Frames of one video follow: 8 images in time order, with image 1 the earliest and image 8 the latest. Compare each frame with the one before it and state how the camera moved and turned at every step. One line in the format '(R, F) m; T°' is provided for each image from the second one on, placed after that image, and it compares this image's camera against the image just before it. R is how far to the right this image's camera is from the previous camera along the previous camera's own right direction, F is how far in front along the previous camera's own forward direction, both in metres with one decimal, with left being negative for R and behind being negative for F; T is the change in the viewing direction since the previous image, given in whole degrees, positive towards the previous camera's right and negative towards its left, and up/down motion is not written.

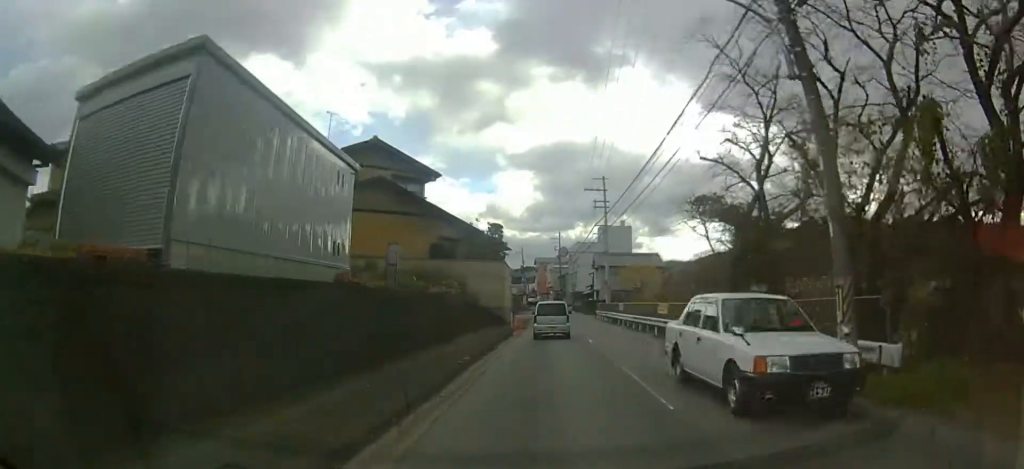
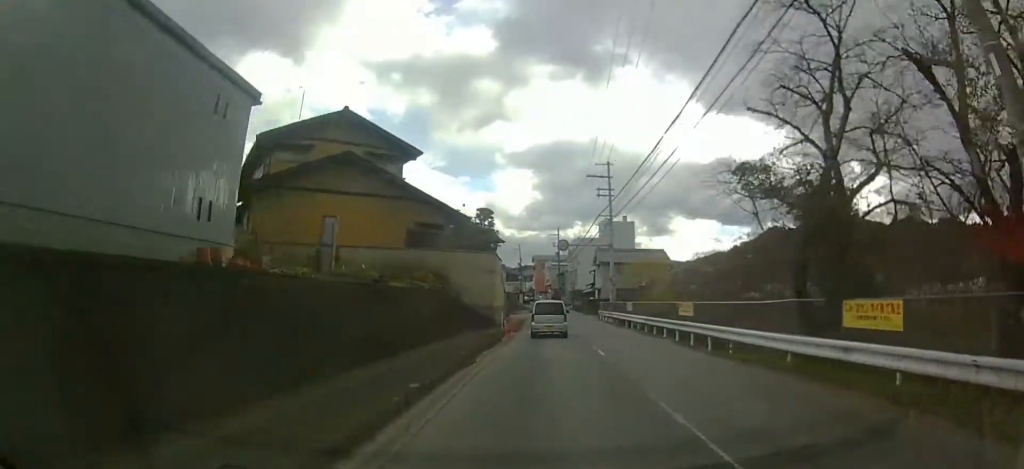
(-0.1, +4.6) m; -1°
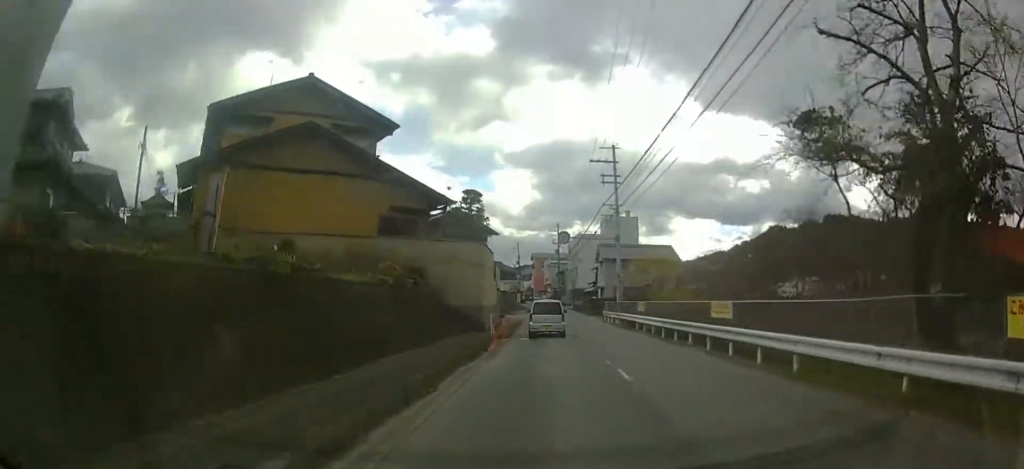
(0.0, +4.1) m; 0°
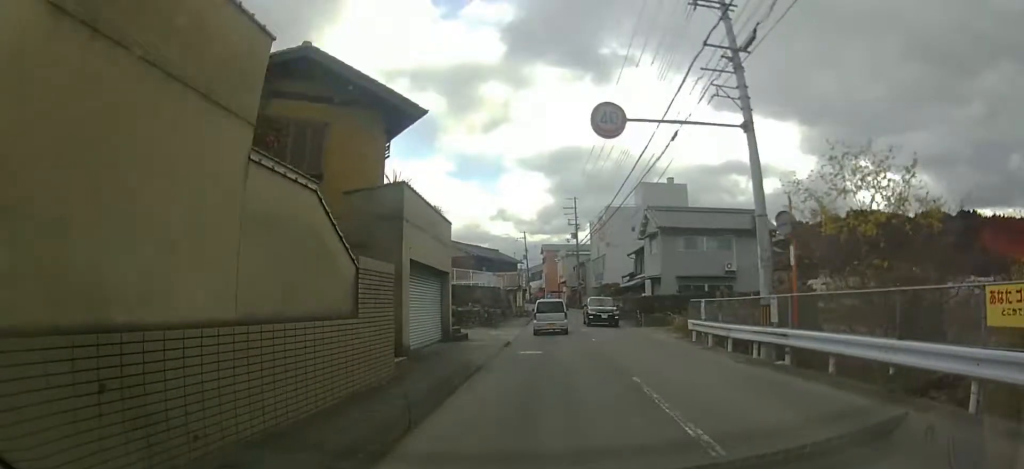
(-0.2, +22.9) m; -1°
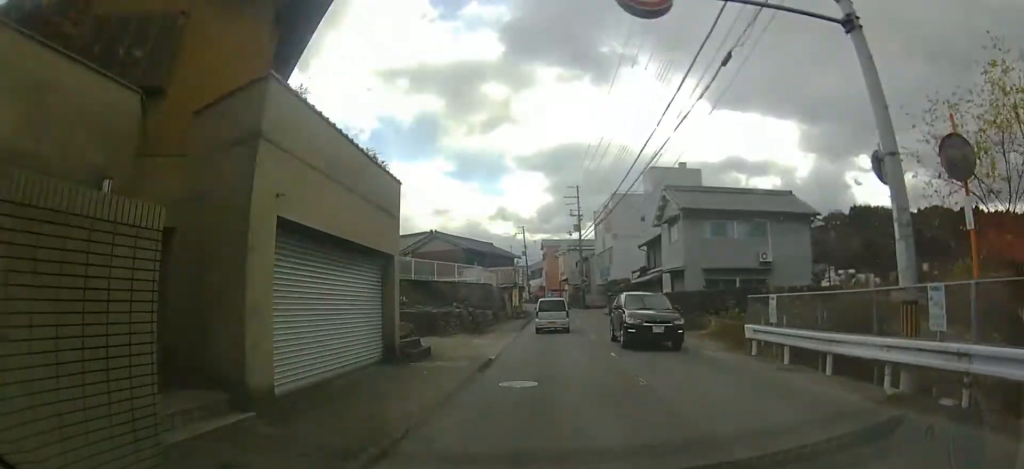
(0.0, +5.8) m; 0°
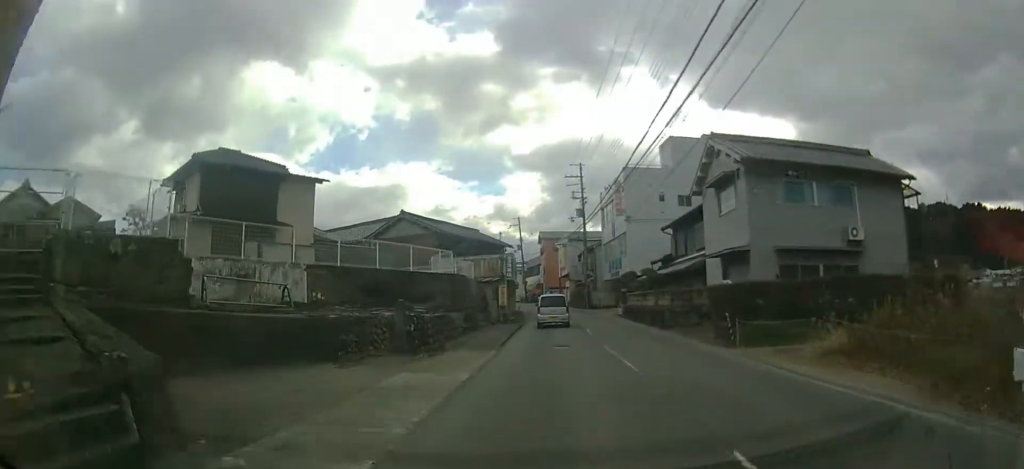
(+0.1, +9.5) m; 0°
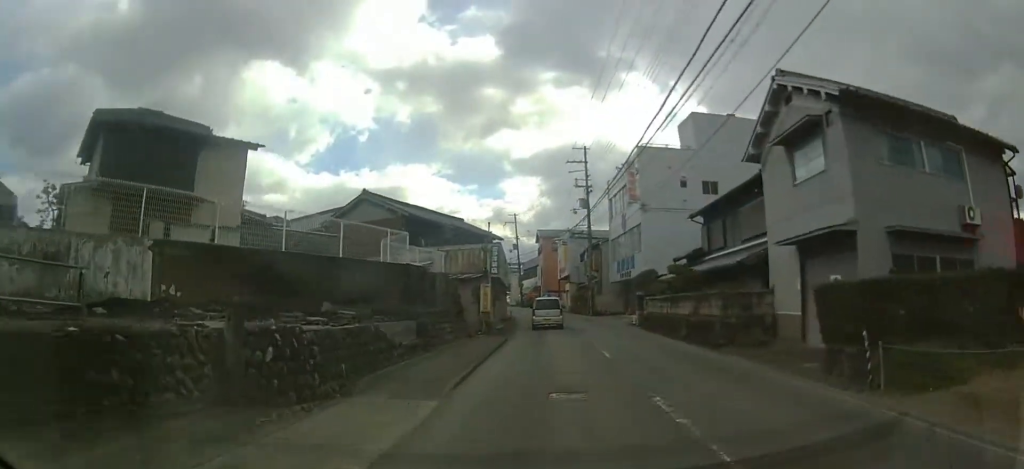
(-0.1, +7.6) m; +2°
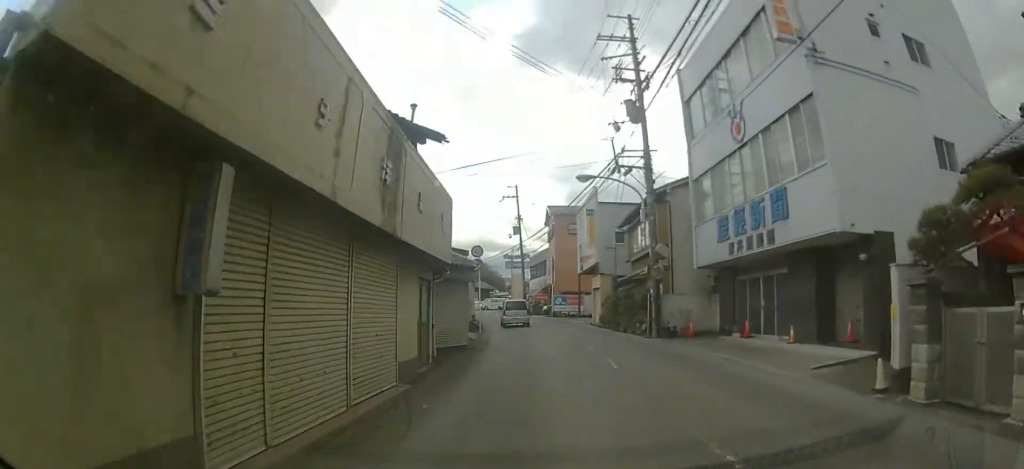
(+0.7, +22.8) m; -1°
